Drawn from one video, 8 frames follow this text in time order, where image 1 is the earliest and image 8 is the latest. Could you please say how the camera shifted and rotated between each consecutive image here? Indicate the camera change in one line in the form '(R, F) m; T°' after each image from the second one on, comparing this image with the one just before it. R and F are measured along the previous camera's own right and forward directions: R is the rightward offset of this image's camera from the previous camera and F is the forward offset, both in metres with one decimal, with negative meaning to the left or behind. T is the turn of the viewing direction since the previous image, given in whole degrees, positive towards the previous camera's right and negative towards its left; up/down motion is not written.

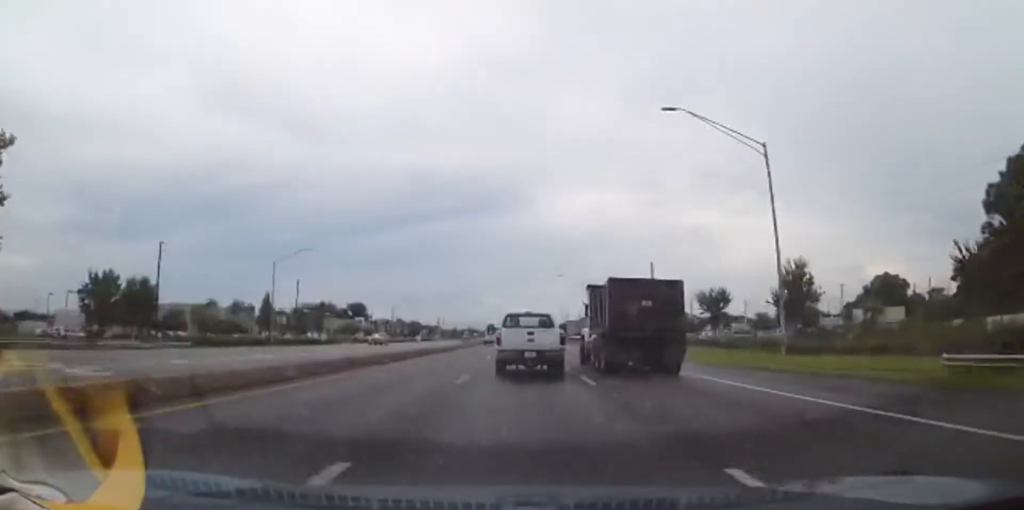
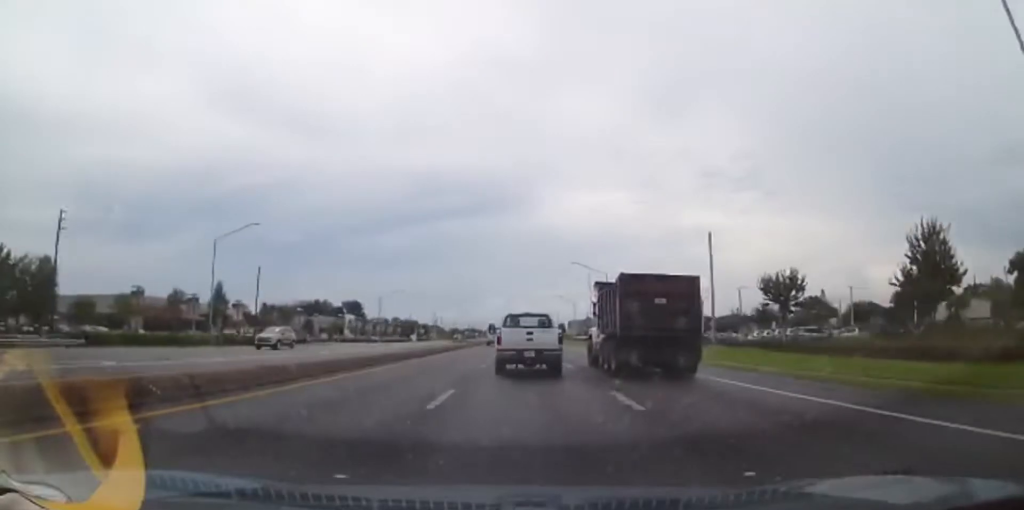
(+0.5, +18.2) m; +1°
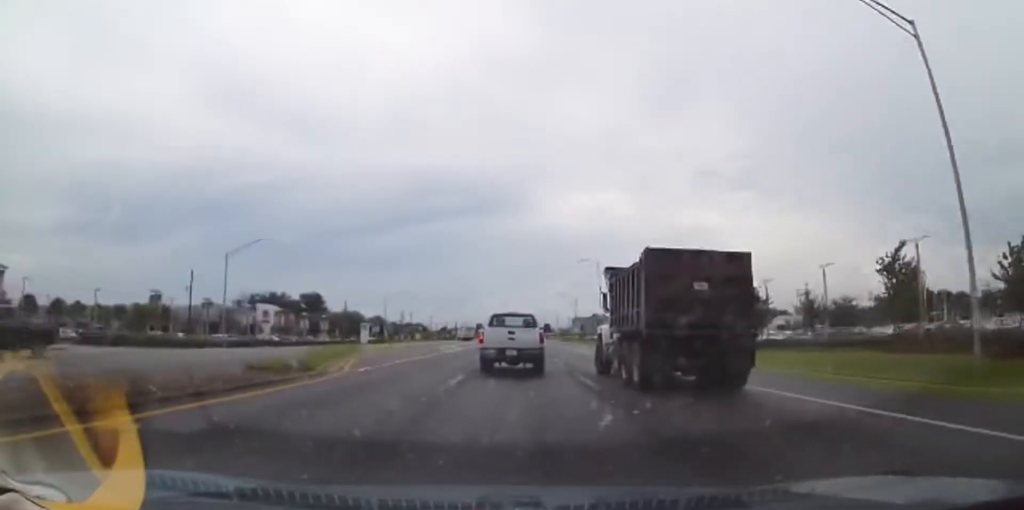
(-0.5, +69.2) m; 0°
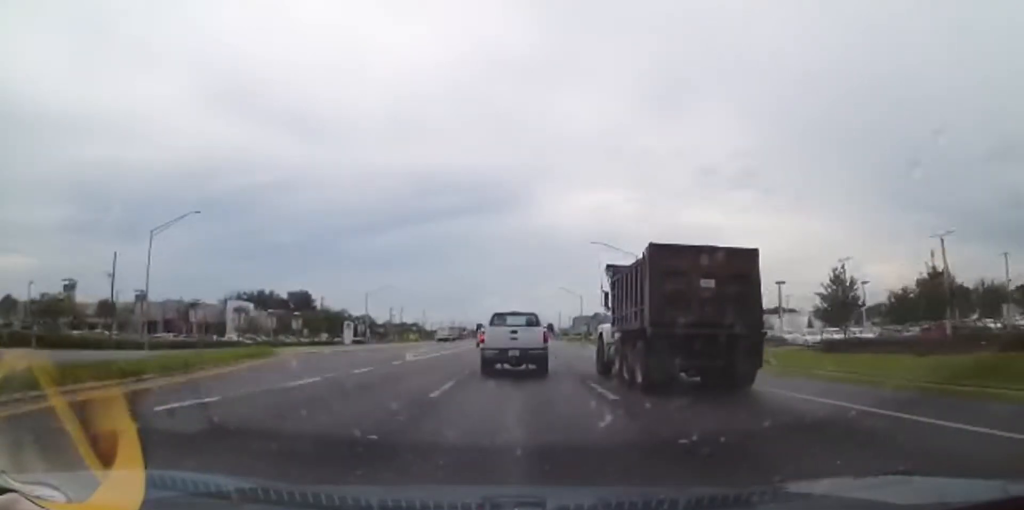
(+0.3, +15.1) m; 0°
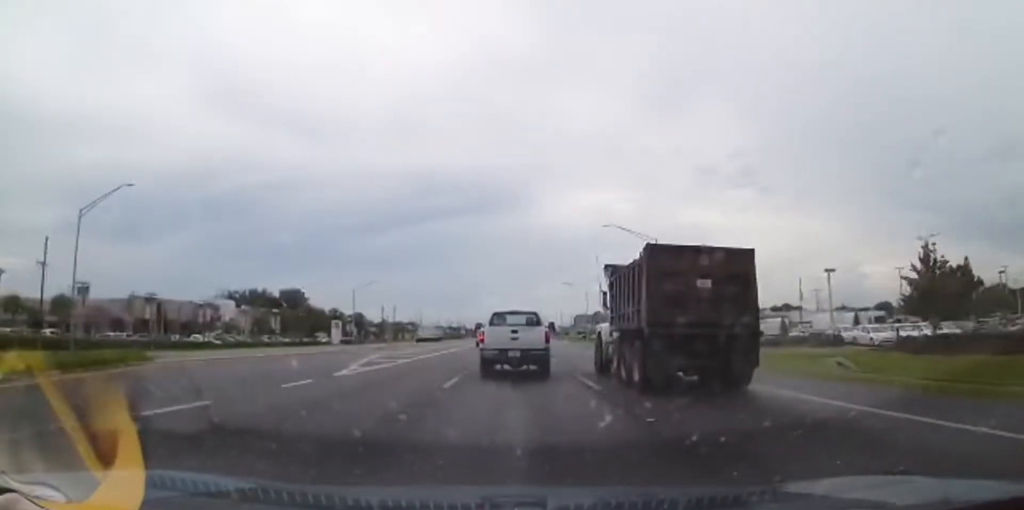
(0.0, +10.5) m; 0°
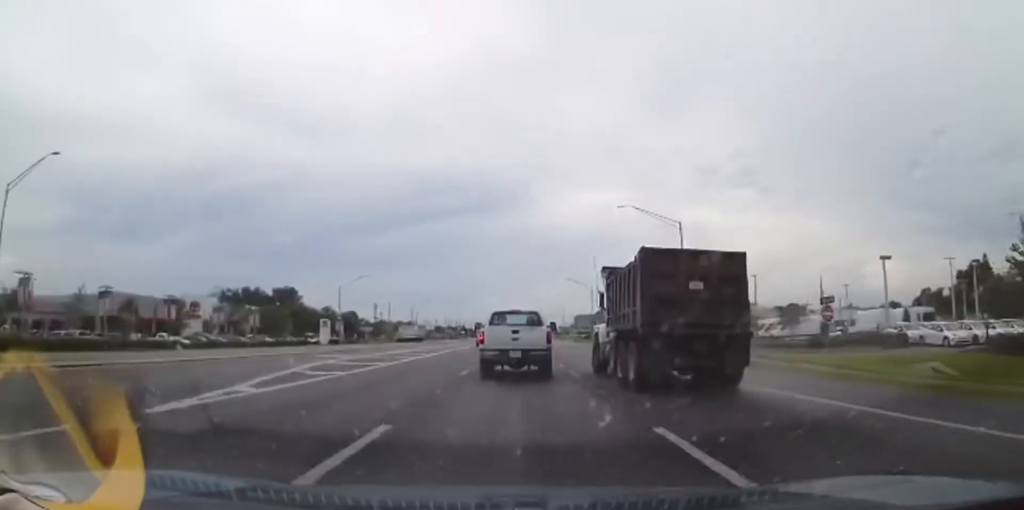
(-0.2, +8.7) m; 0°
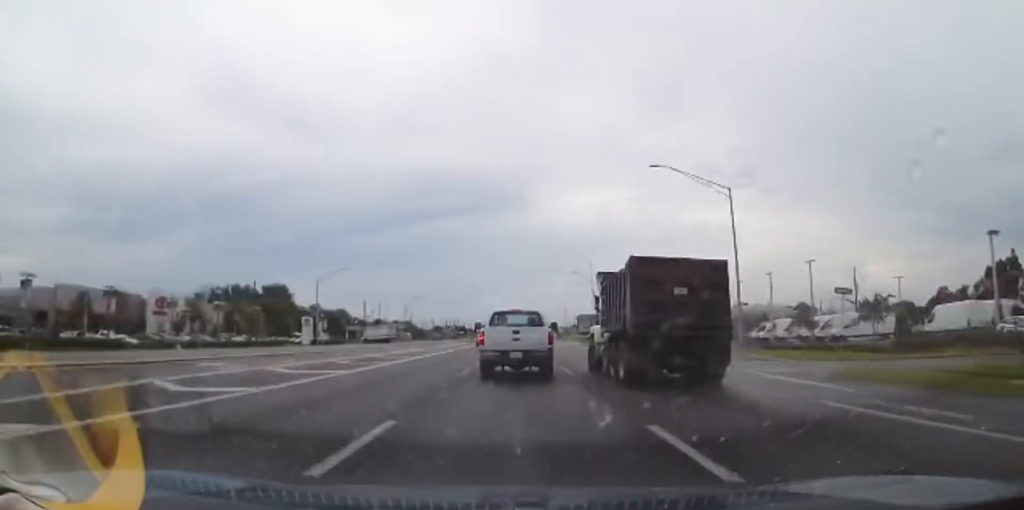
(-0.1, +12.4) m; 0°
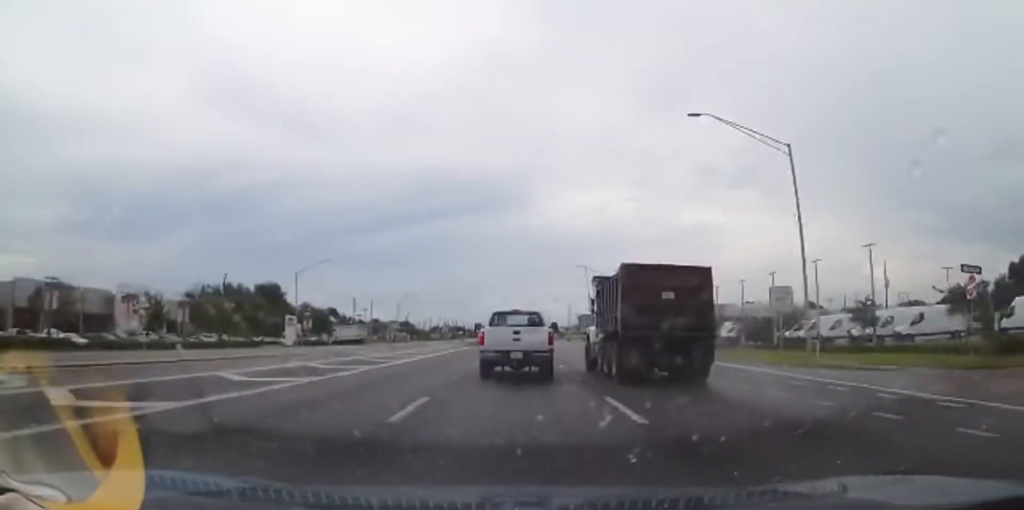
(+0.2, +9.5) m; 0°
